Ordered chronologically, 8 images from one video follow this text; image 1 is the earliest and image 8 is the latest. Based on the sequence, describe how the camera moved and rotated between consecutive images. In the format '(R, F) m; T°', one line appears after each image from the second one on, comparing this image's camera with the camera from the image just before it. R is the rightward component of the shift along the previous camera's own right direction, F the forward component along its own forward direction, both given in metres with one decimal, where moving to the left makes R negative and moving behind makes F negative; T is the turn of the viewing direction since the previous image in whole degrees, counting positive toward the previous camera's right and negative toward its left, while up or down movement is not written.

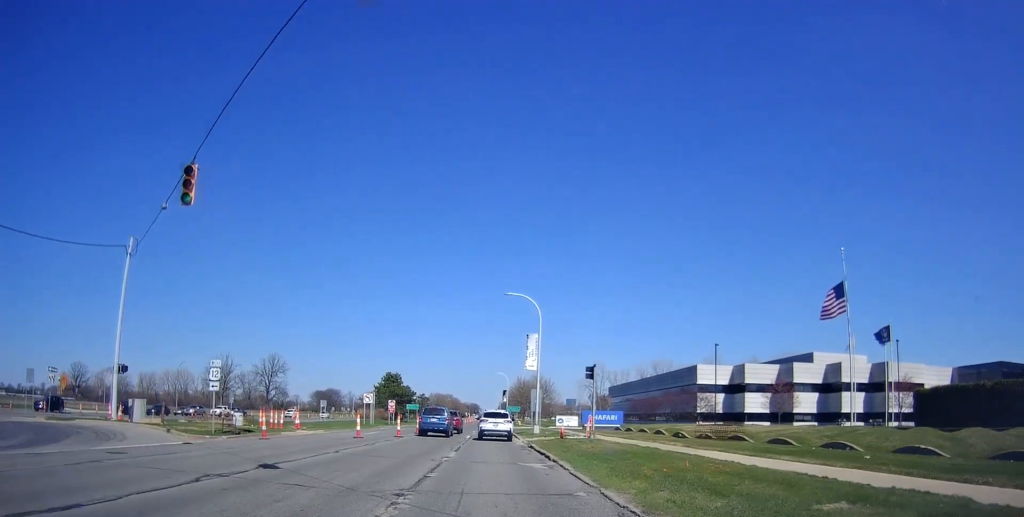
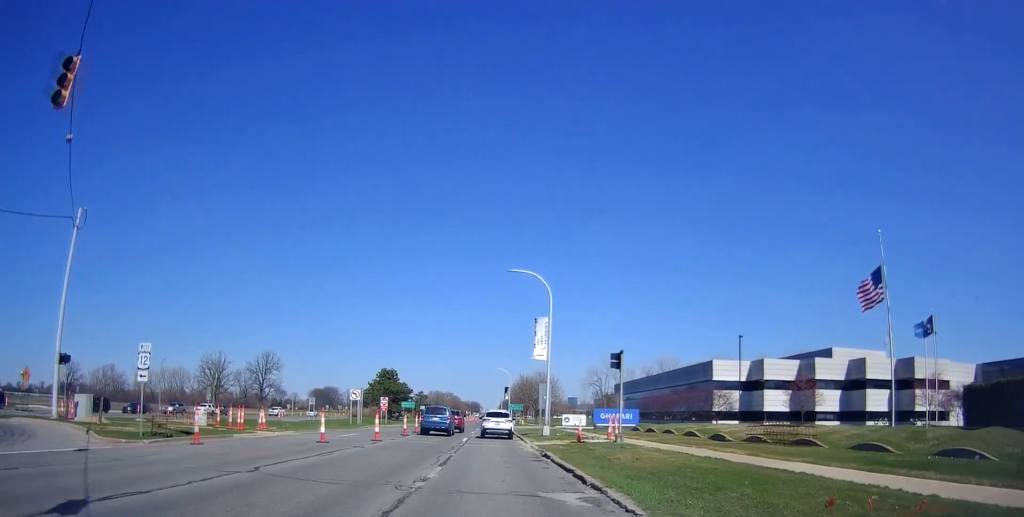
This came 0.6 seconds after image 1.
(+0.1, +5.8) m; +1°
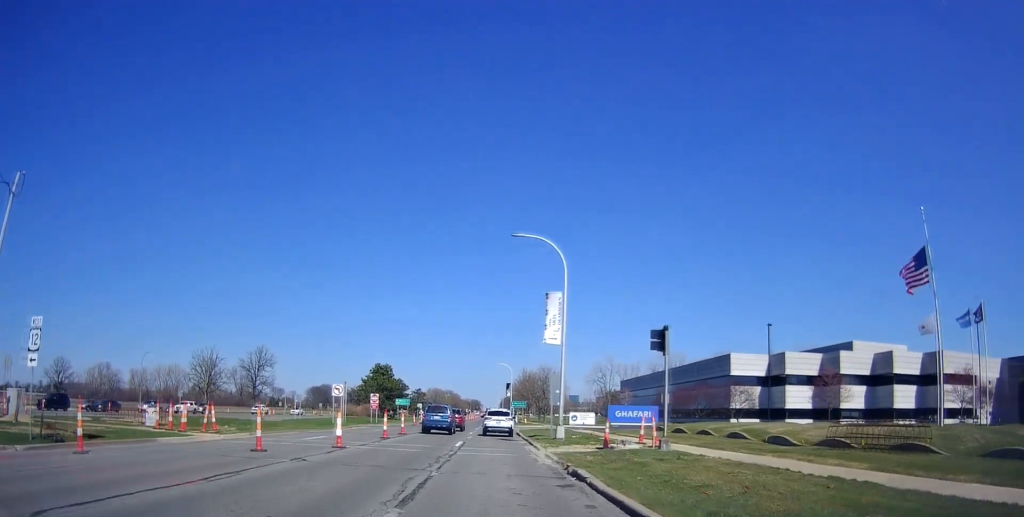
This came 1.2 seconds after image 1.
(0.0, +6.2) m; +1°
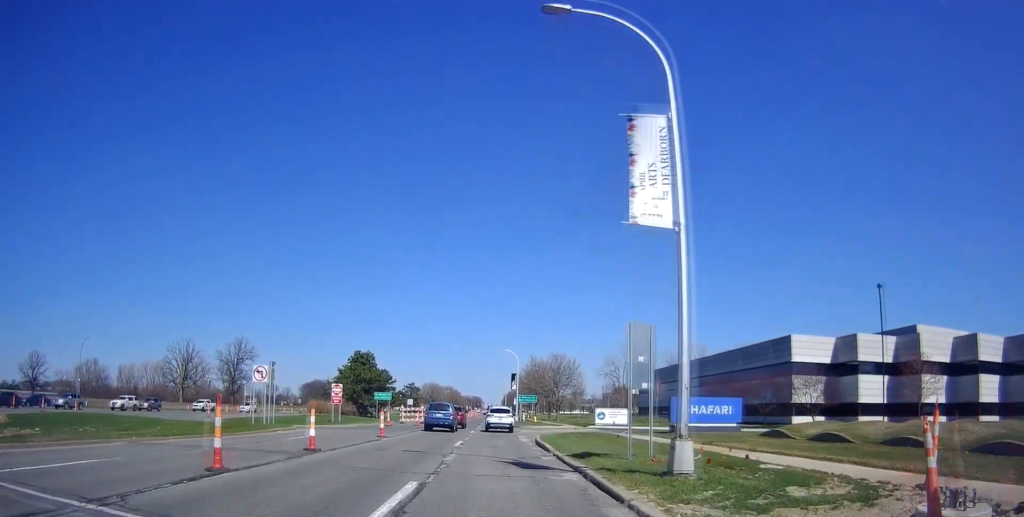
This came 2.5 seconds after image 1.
(+0.3, +16.3) m; -1°
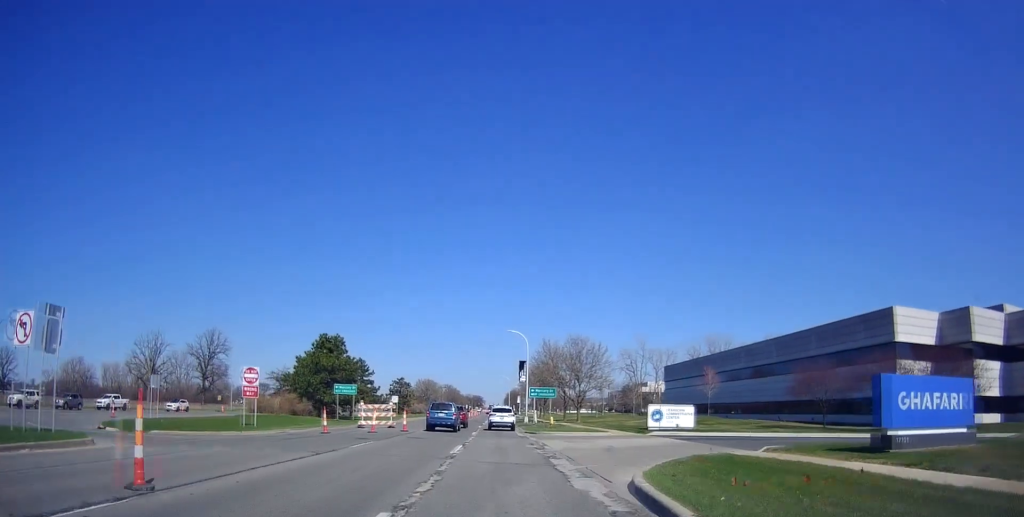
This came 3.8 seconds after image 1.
(-0.2, +18.2) m; +1°
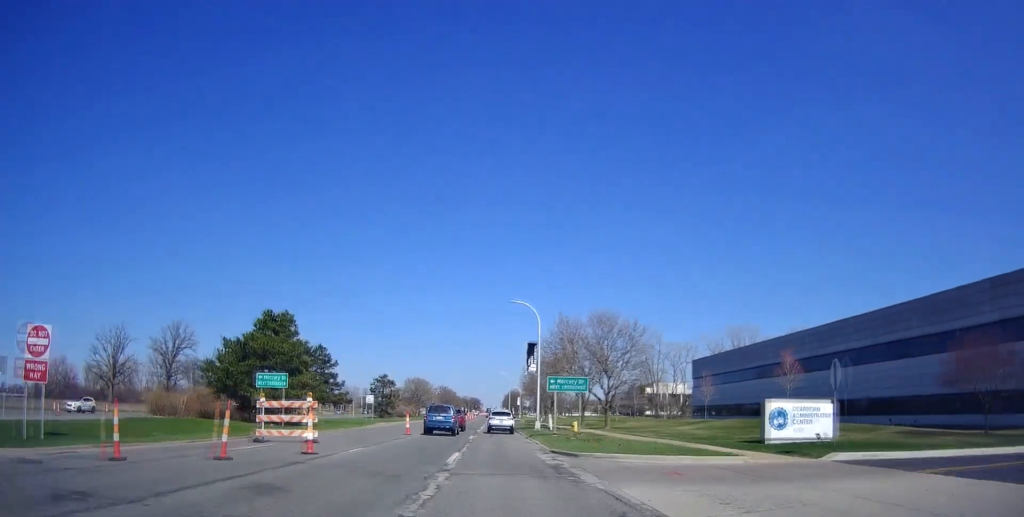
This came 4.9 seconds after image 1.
(+0.3, +16.6) m; 0°
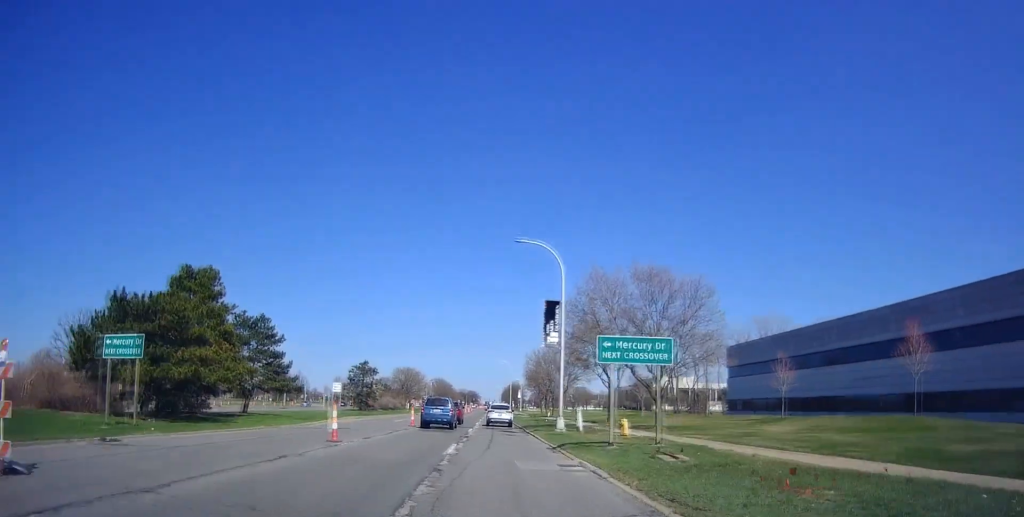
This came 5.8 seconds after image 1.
(-0.3, +15.0) m; -1°
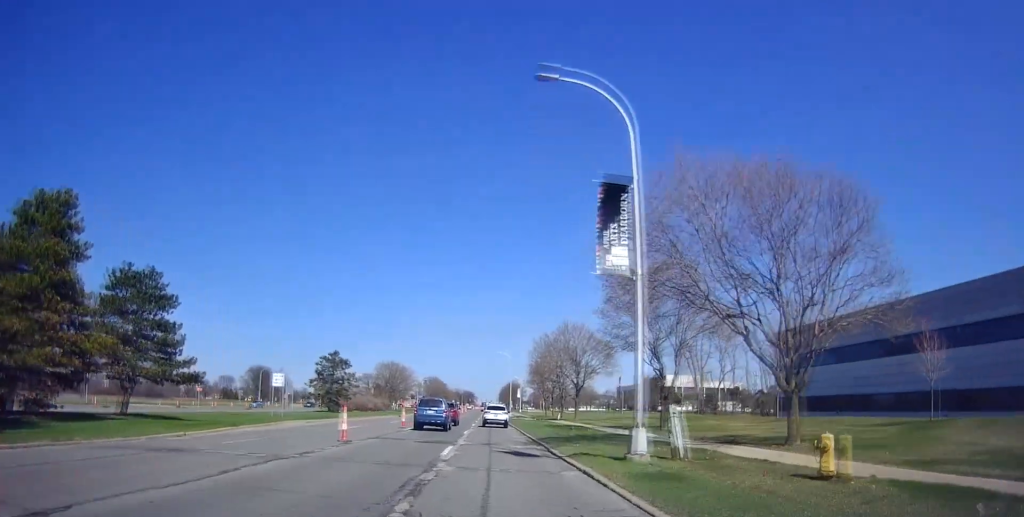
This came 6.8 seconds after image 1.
(-0.2, +15.7) m; 0°
